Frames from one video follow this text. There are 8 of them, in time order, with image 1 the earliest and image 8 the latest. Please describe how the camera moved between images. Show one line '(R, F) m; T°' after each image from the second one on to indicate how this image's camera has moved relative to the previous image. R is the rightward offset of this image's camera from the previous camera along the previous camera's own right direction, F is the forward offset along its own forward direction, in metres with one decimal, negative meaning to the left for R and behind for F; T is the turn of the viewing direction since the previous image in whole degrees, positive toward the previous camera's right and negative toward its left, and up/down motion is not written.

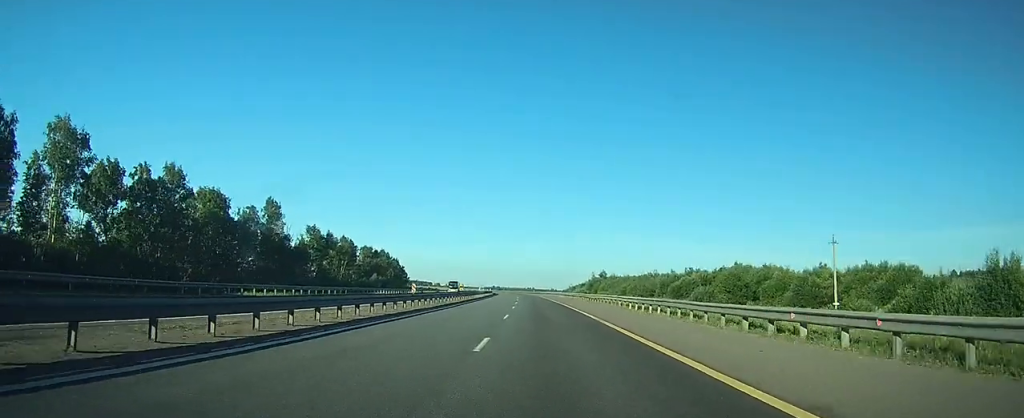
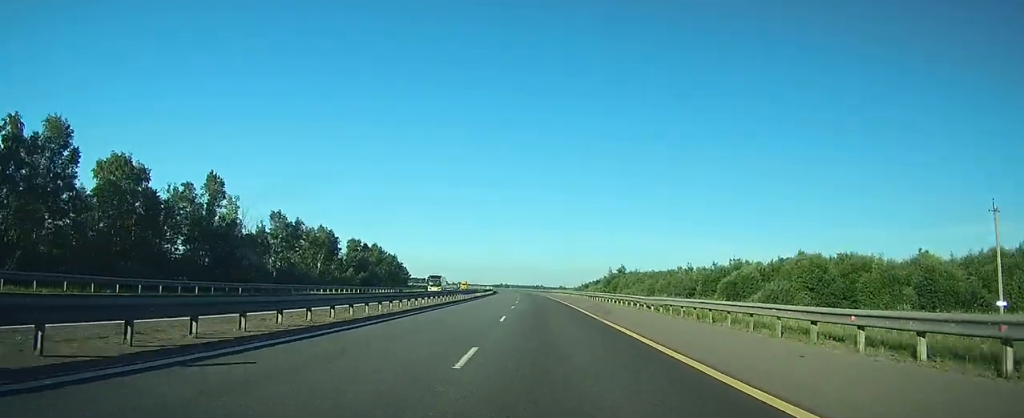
(-0.1, +26.5) m; -1°
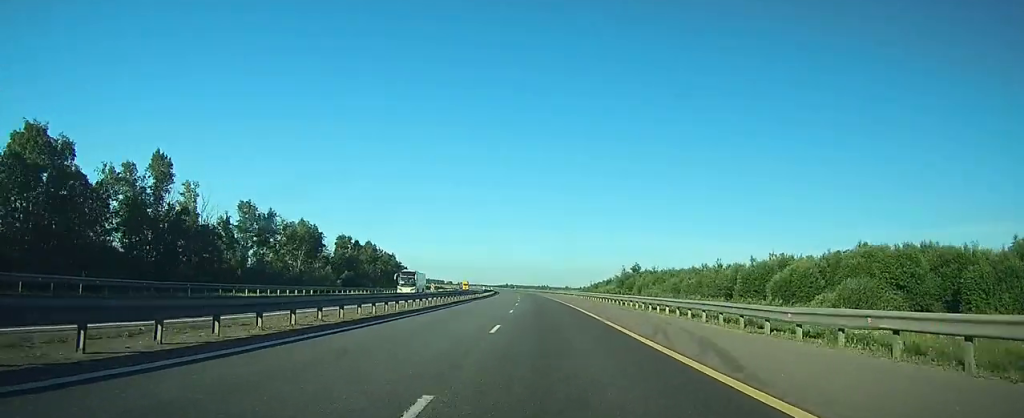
(-0.1, +17.0) m; -1°
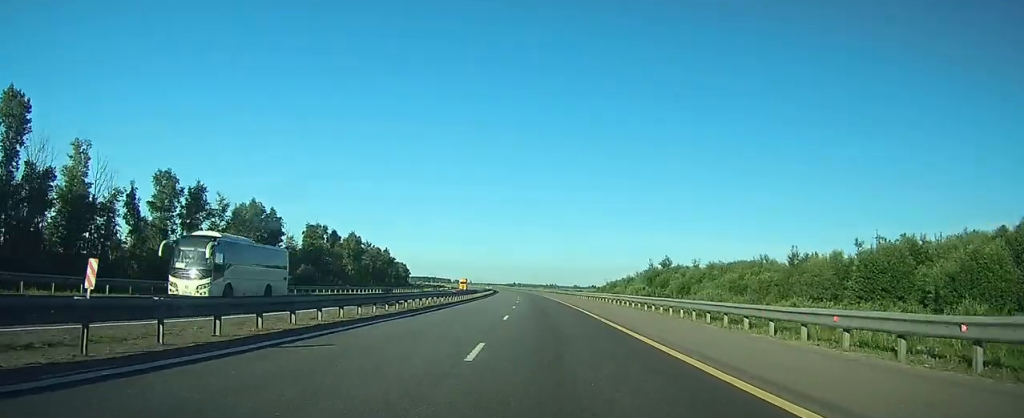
(-0.2, +29.6) m; -1°
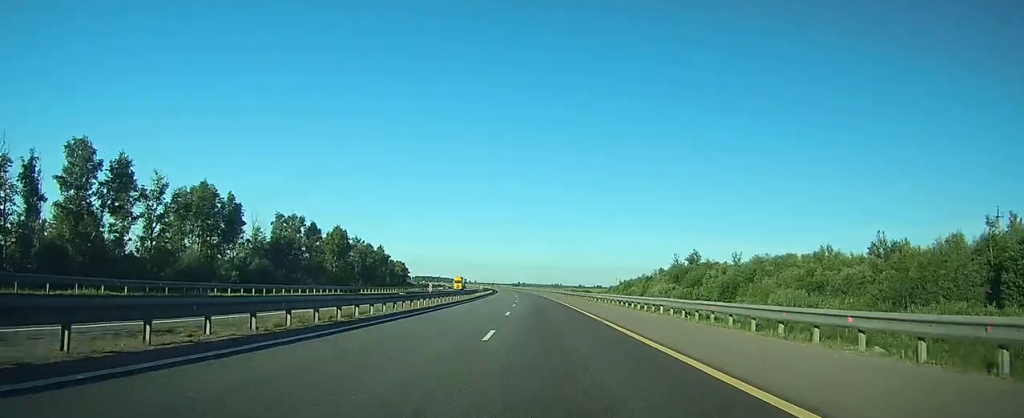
(-0.1, +20.1) m; -1°
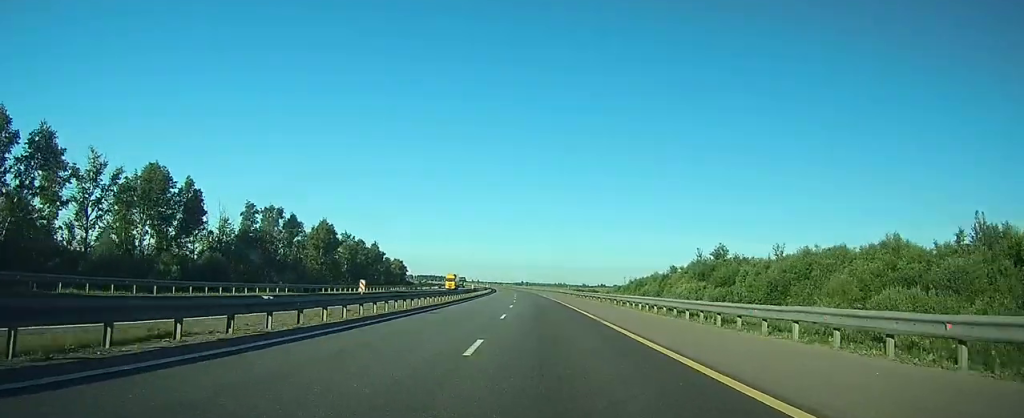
(-0.1, +14.8) m; 0°
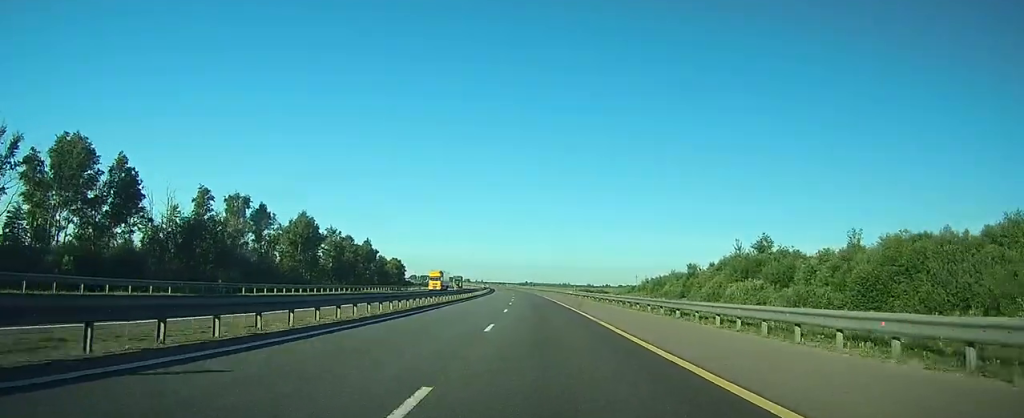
(-0.1, +18.1) m; 0°
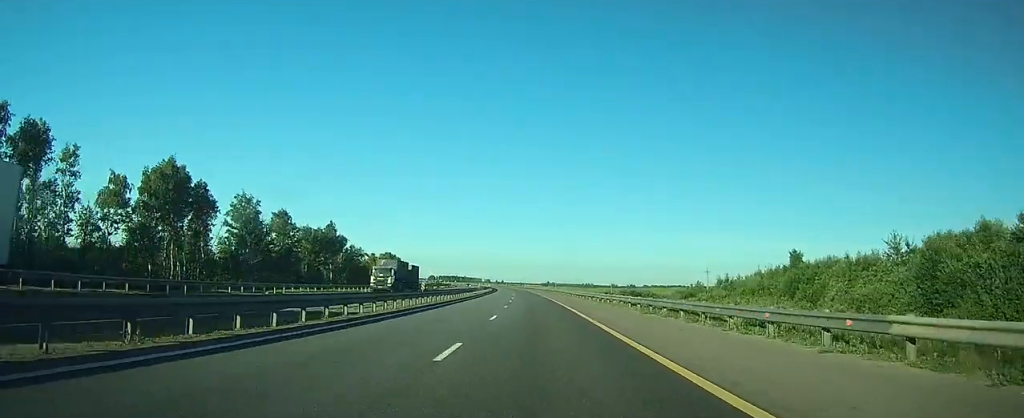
(-1.2, +66.4) m; -2°
